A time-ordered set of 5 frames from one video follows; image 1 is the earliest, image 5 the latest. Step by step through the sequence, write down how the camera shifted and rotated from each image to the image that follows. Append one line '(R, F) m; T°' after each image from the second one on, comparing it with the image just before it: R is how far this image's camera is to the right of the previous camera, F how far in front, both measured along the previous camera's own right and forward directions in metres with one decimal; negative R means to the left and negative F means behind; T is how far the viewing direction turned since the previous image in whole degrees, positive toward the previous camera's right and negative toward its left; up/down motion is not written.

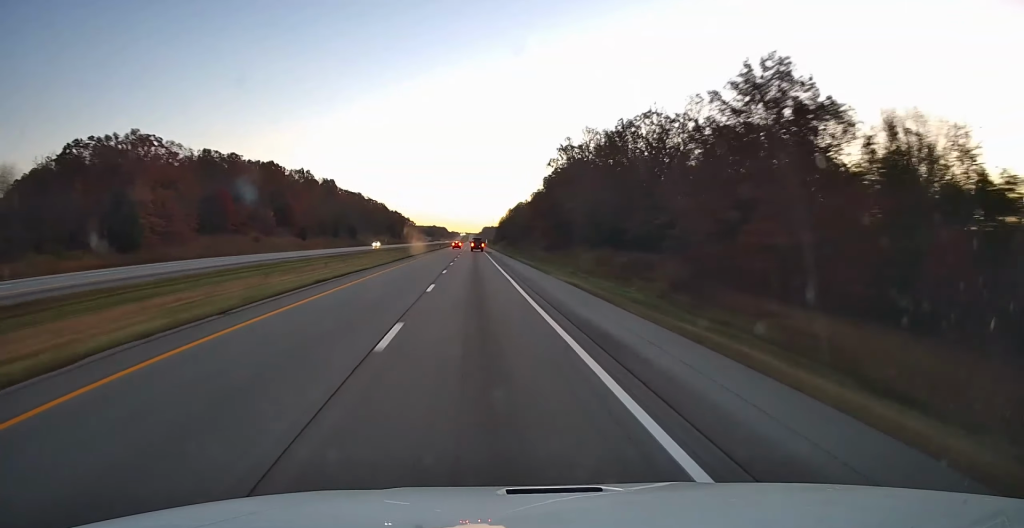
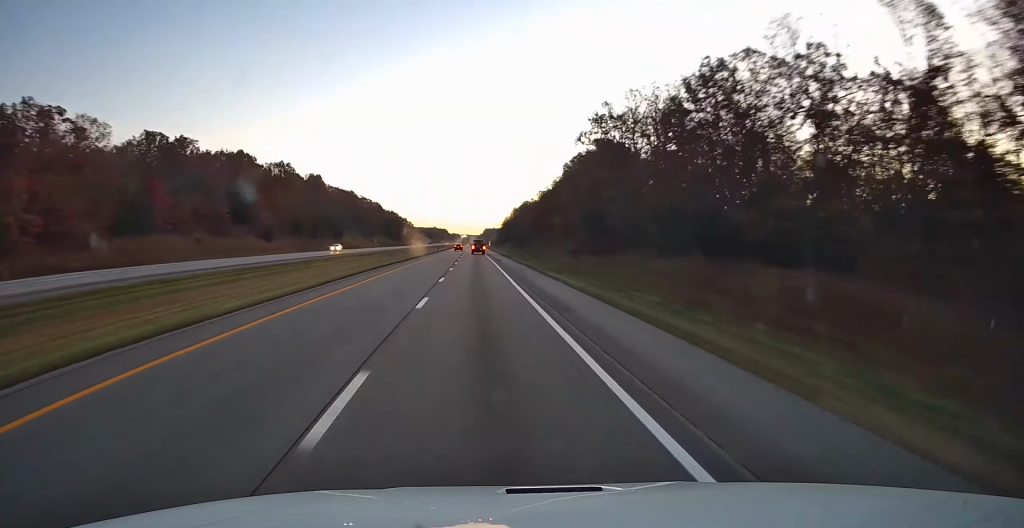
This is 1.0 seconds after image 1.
(+0.4, +31.5) m; 0°
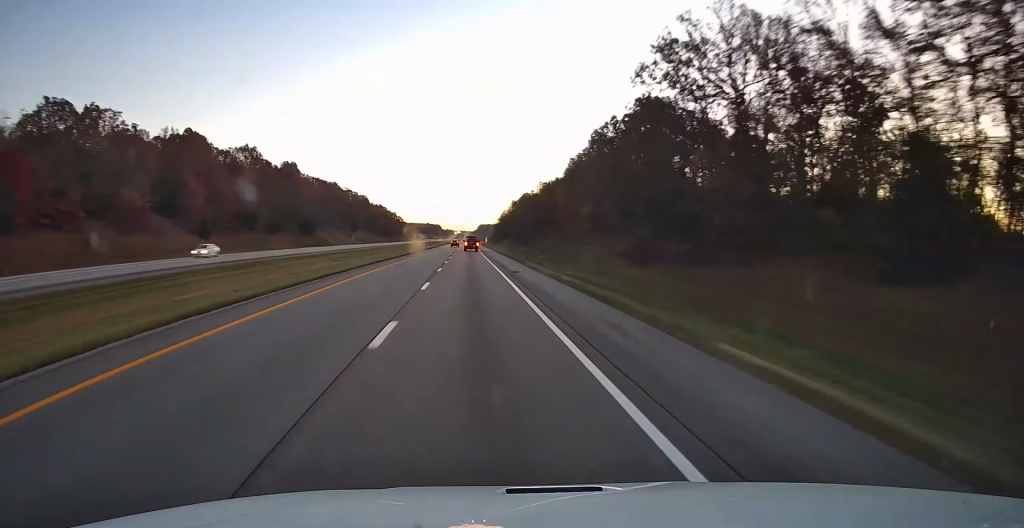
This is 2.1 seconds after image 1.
(-0.3, +35.6) m; 0°
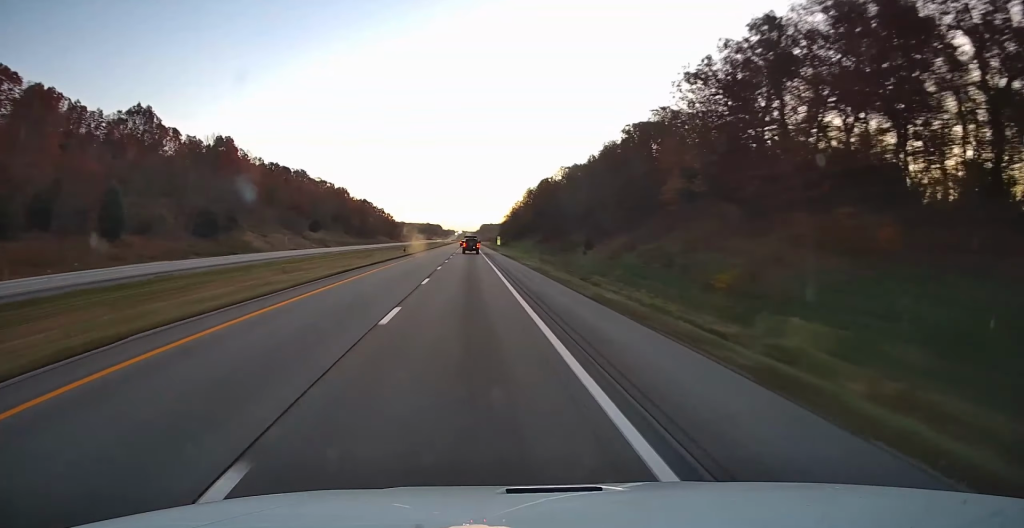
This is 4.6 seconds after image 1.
(-0.5, +75.8) m; -1°
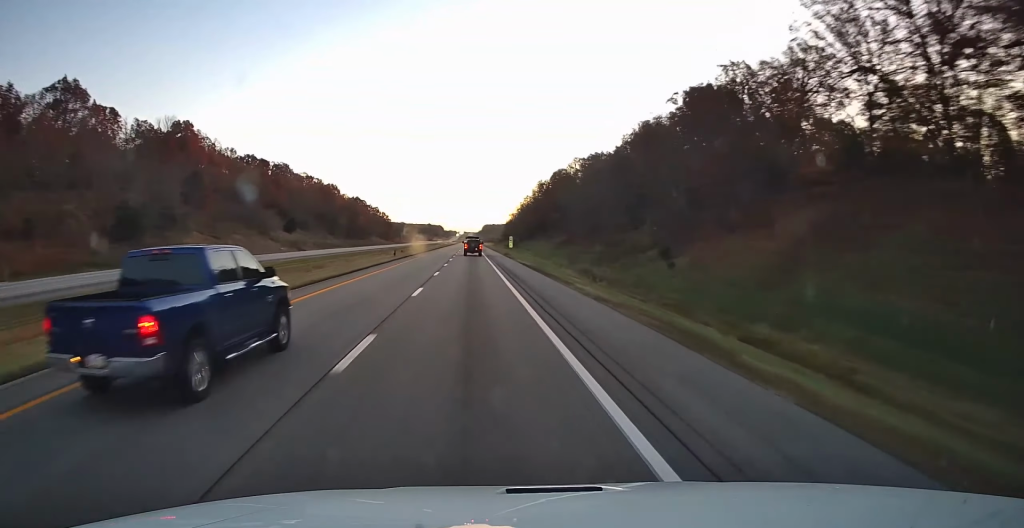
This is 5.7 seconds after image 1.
(-0.3, +30.2) m; +2°
